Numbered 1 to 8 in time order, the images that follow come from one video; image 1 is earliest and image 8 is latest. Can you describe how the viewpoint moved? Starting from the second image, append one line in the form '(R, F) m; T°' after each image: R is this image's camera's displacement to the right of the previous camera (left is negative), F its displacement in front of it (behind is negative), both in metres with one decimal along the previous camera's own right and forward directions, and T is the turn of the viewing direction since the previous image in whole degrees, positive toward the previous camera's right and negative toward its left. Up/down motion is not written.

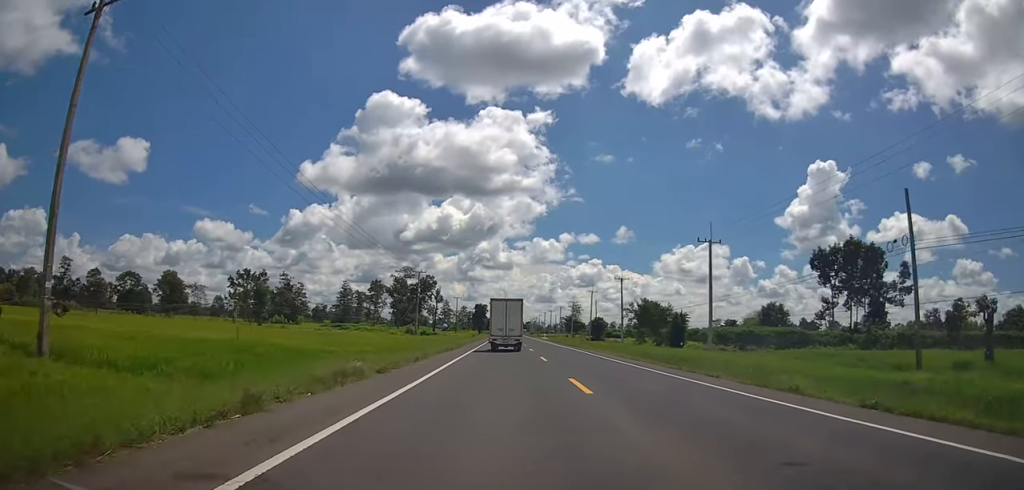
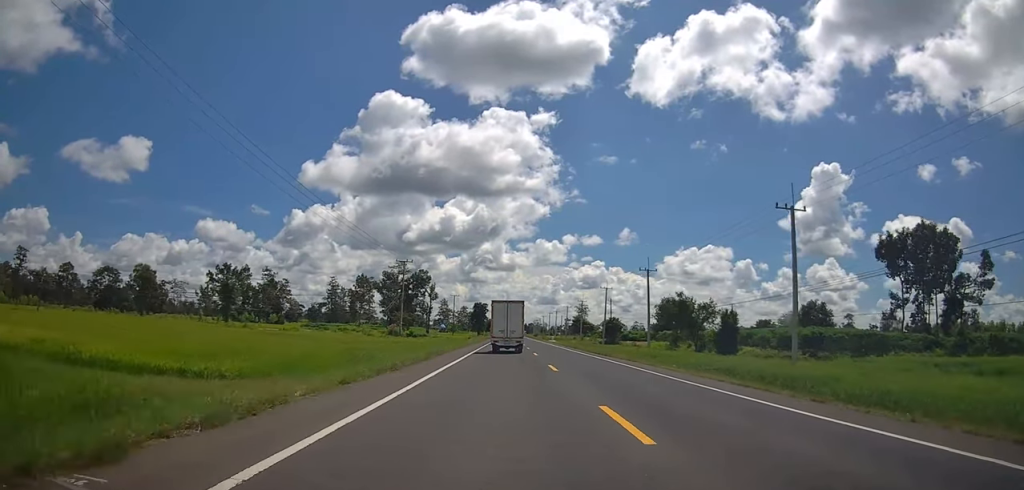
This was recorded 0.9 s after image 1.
(+0.5, +16.7) m; +1°
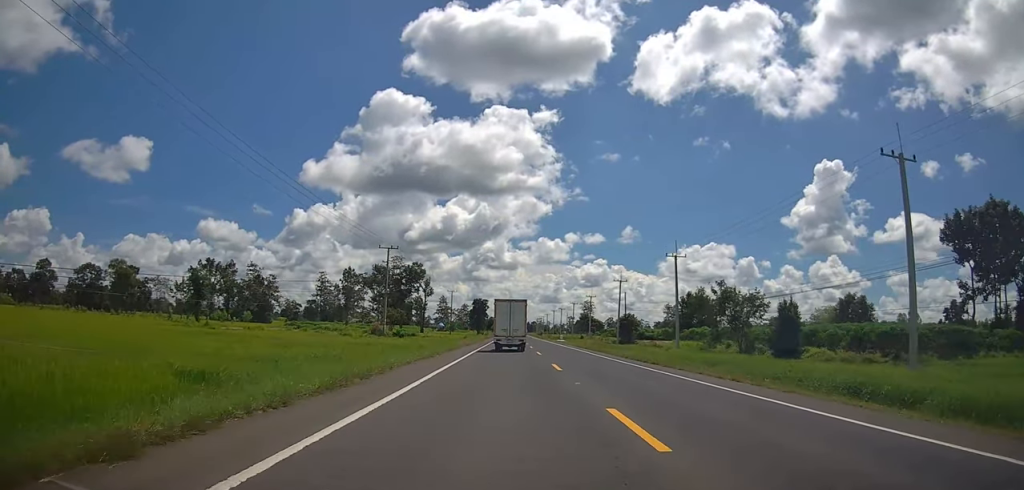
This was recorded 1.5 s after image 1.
(+0.1, +12.5) m; -2°
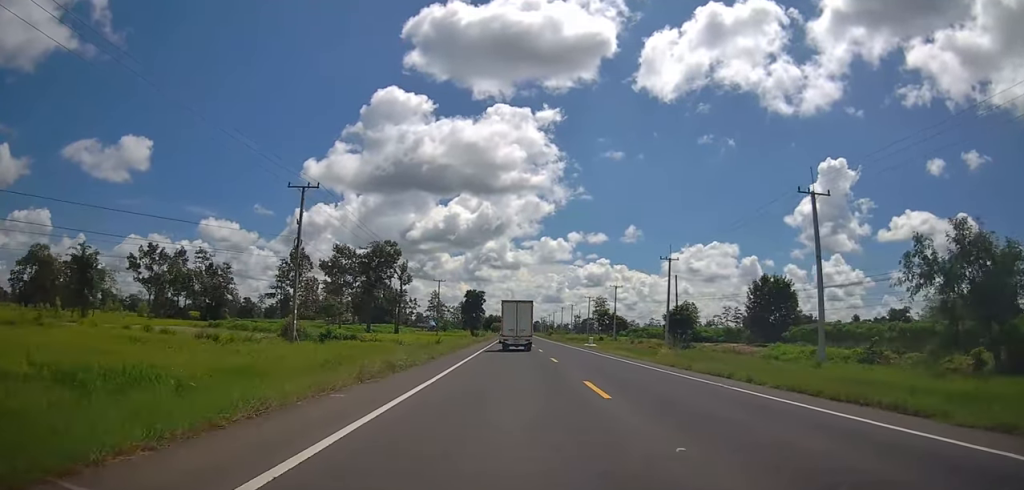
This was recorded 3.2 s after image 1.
(-0.7, +31.5) m; +1°
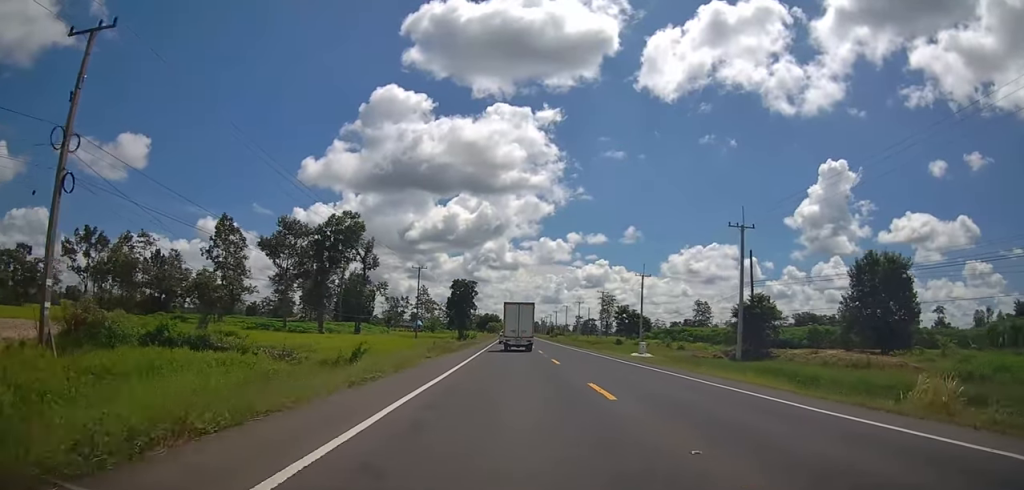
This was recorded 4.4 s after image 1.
(+0.6, +24.4) m; +1°
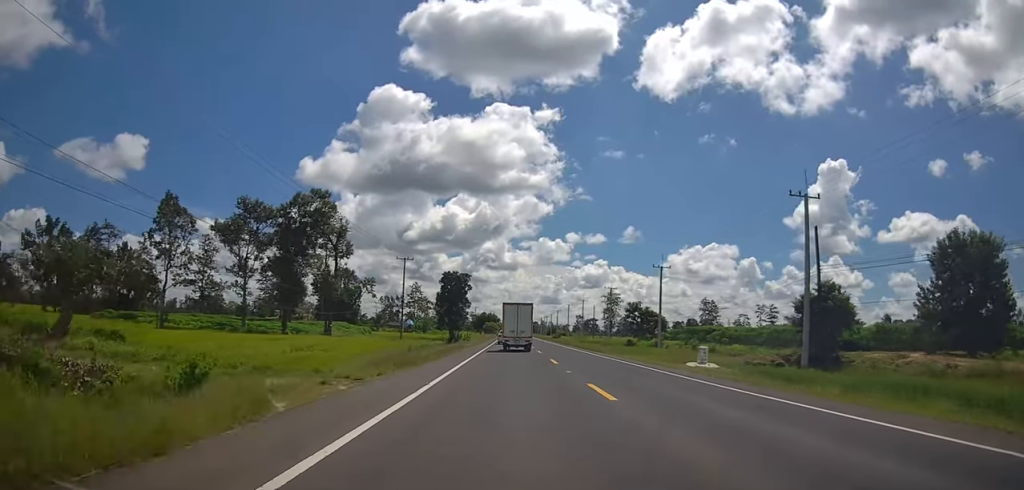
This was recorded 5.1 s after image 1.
(0.0, +12.0) m; -1°
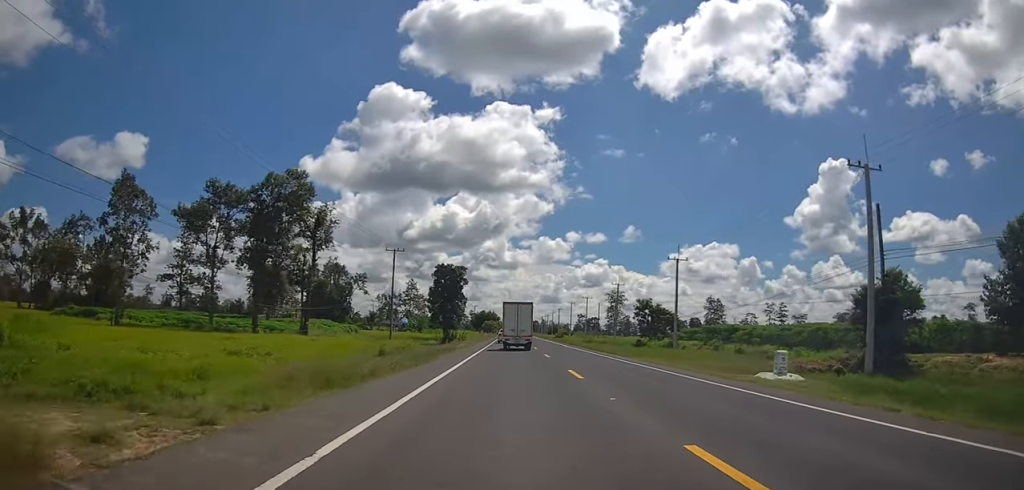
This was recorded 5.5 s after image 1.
(+0.1, +7.5) m; -1°
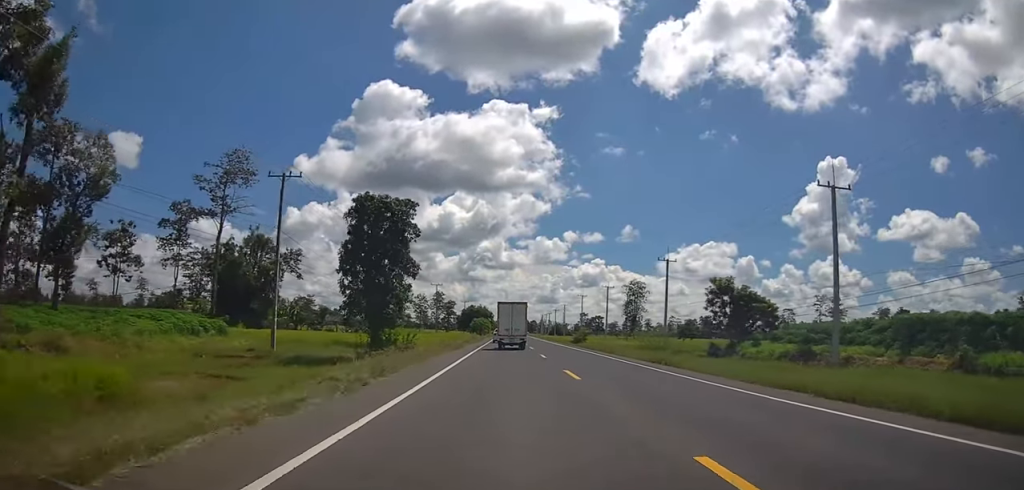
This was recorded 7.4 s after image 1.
(-0.4, +37.1) m; +1°
